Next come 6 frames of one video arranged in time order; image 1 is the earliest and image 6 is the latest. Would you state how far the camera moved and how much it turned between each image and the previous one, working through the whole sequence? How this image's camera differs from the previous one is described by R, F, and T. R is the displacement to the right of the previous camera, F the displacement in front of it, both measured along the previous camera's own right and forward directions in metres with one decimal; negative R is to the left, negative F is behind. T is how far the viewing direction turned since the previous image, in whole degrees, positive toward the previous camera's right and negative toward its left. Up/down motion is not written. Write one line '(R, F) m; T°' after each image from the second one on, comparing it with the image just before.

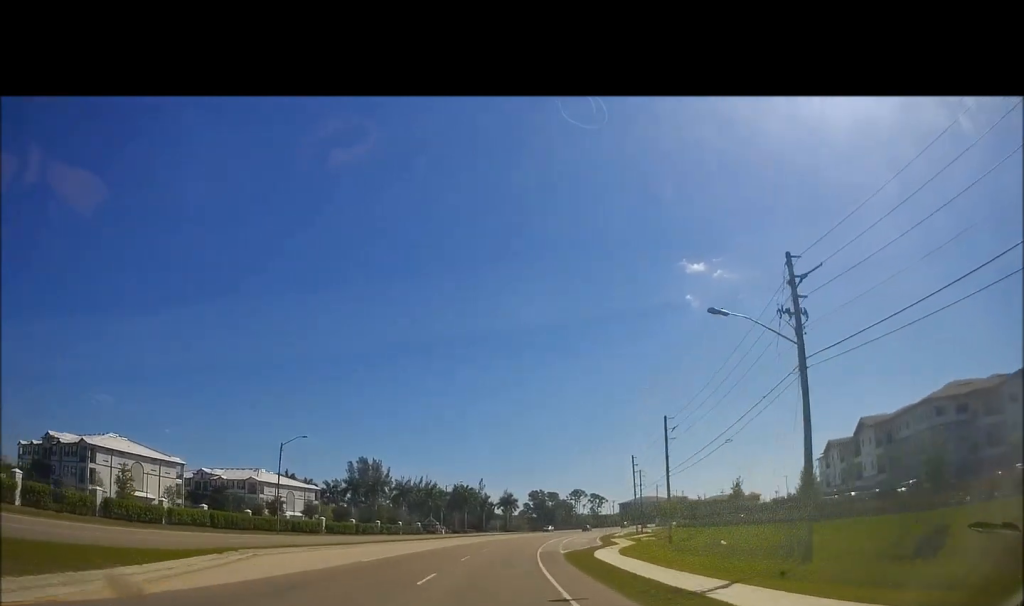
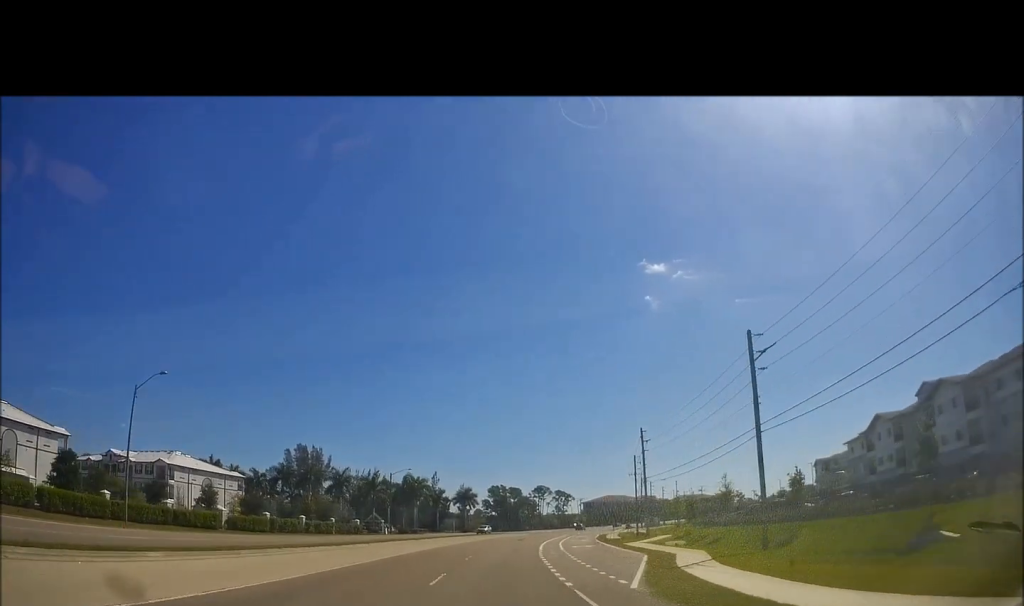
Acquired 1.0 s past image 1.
(+0.2, +24.1) m; +3°
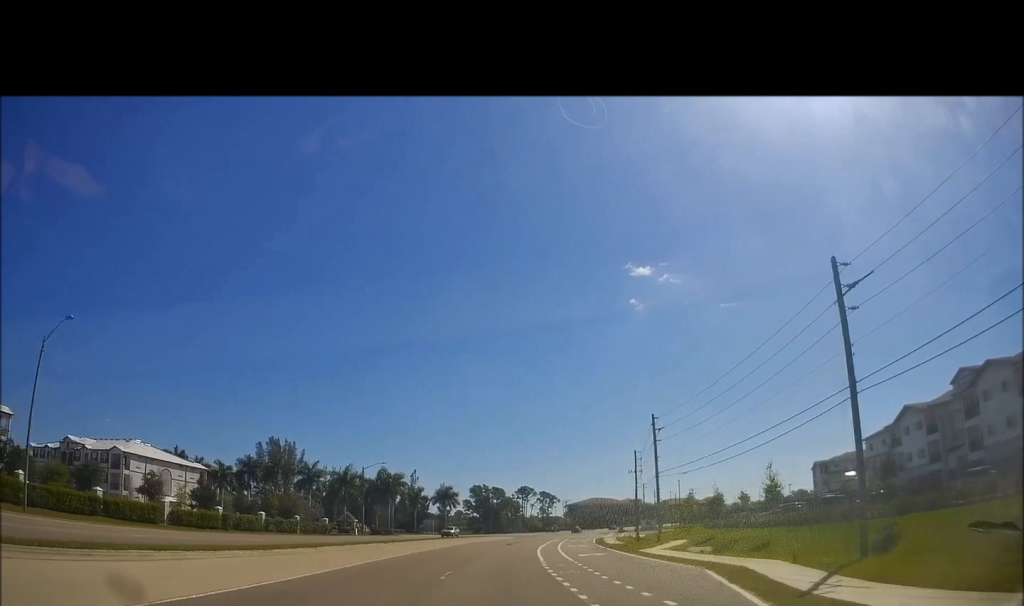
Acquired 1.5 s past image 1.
(-0.4, +10.0) m; +2°
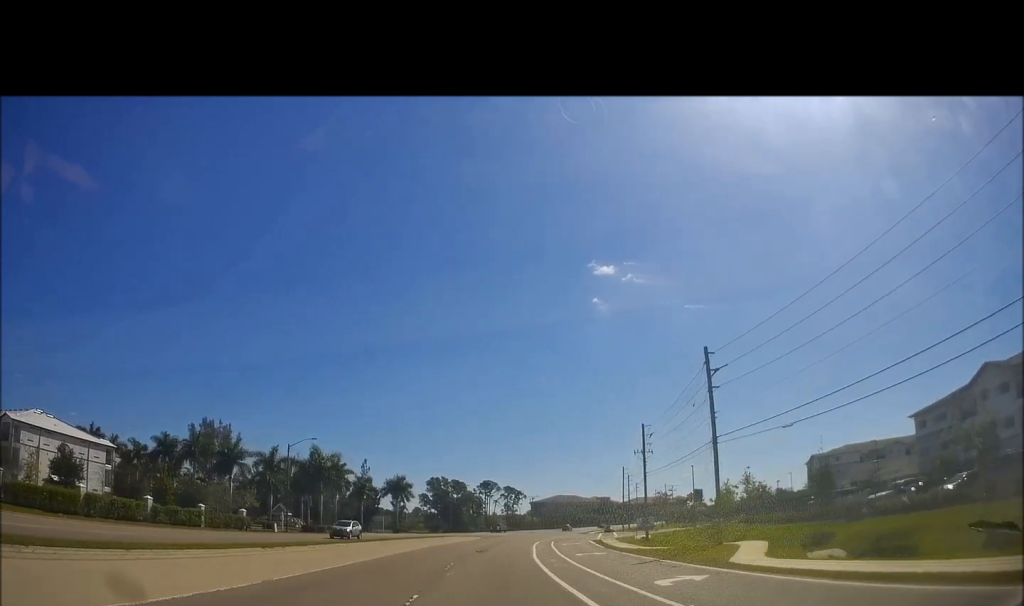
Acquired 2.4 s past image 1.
(+1.5, +20.3) m; +4°
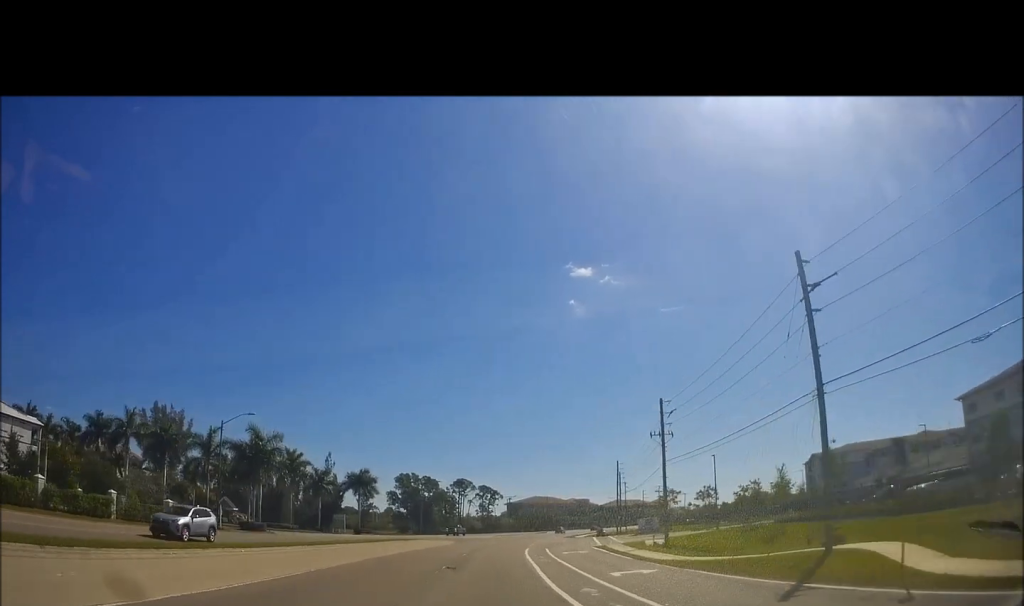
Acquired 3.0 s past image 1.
(+0.1, +13.4) m; +2°
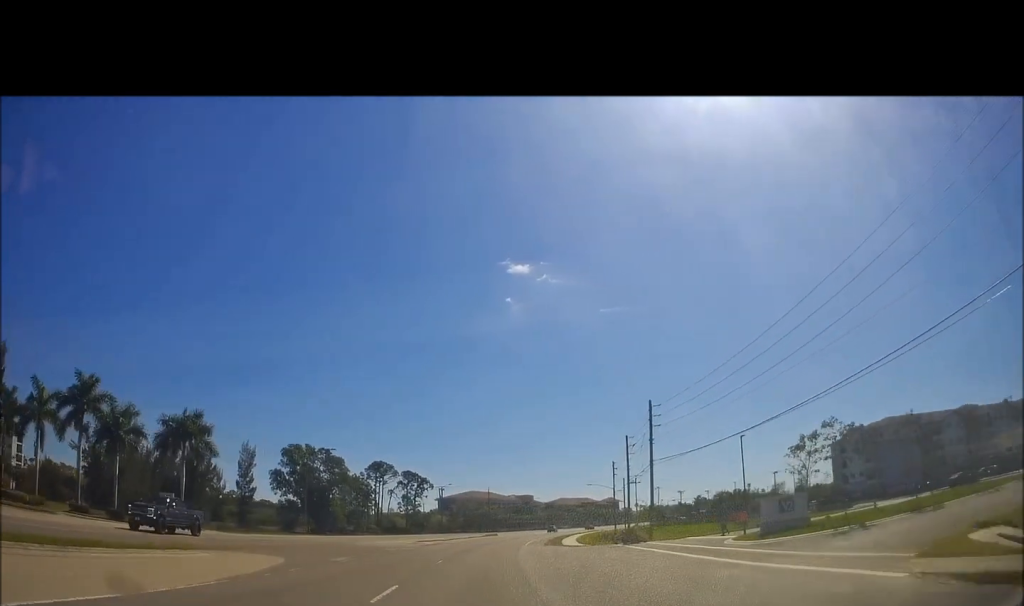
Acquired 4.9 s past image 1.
(+3.5, +43.9) m; +10°
